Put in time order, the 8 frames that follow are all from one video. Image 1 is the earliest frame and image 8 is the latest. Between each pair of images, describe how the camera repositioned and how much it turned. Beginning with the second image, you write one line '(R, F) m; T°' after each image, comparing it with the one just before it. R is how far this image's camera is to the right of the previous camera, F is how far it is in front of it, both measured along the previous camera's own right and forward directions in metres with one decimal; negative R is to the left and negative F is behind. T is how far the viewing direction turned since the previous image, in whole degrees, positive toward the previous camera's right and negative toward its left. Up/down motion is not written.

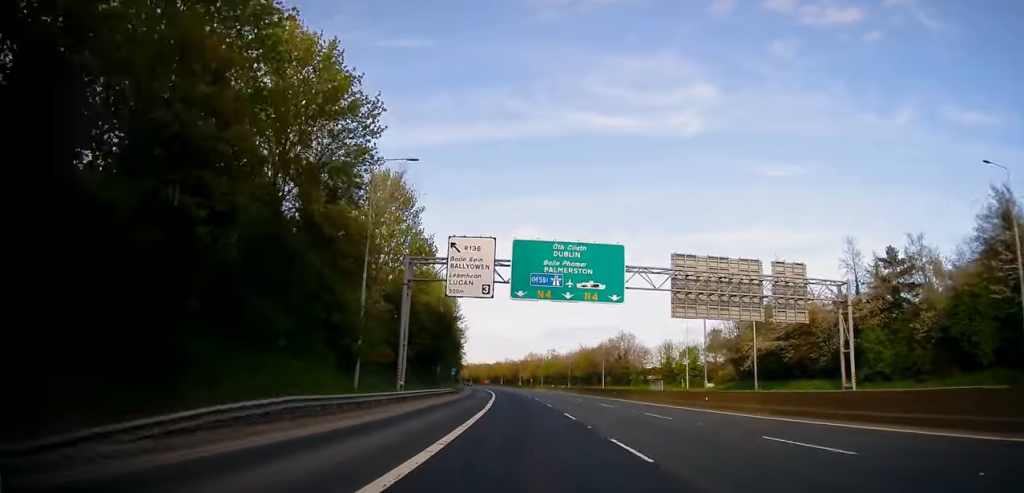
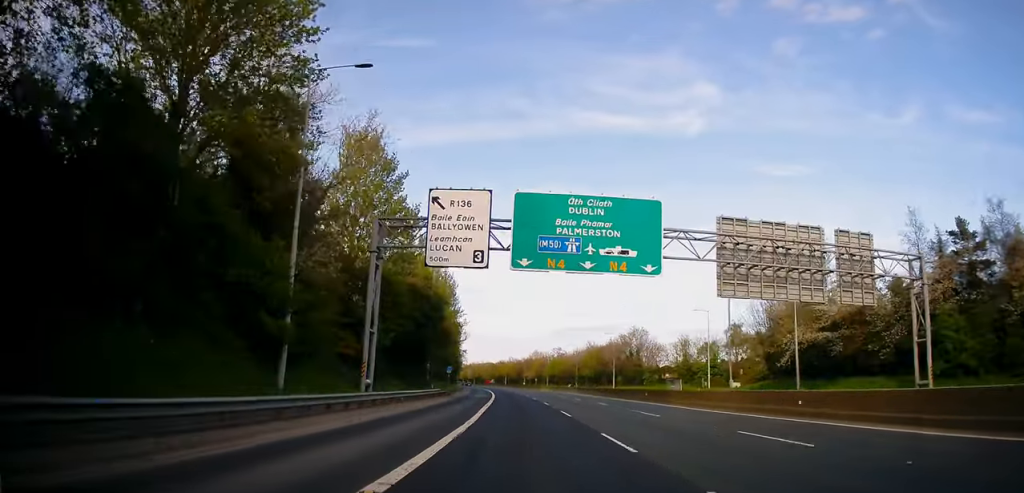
(-0.1, +11.5) m; -1°
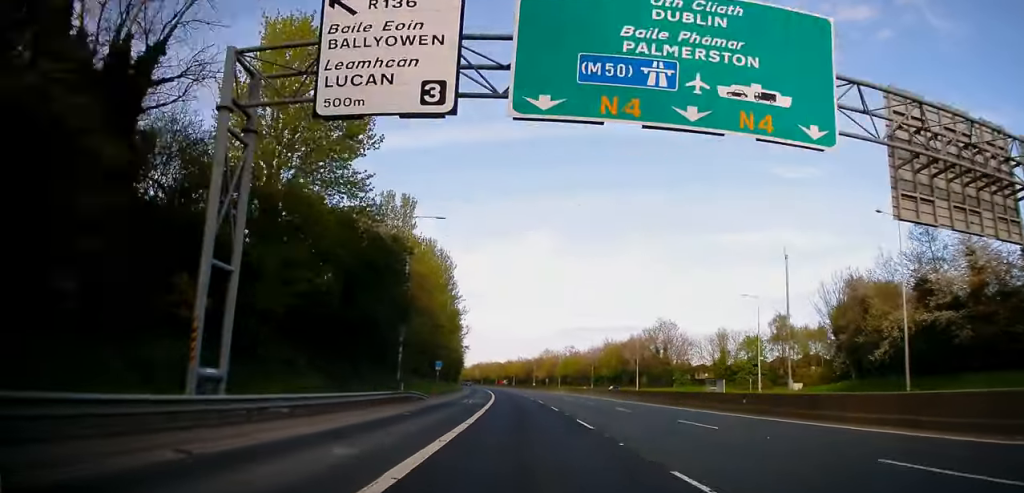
(-0.4, +18.6) m; -1°
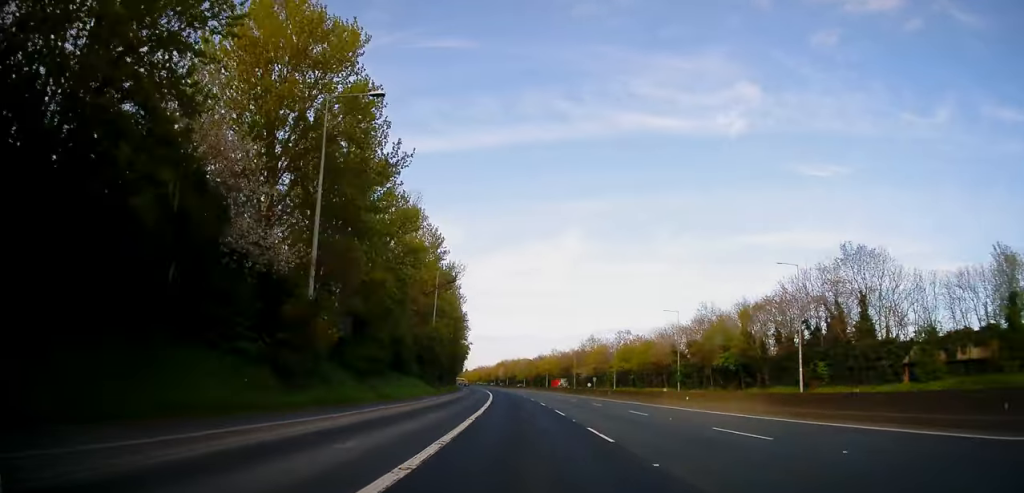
(-0.3, +67.0) m; -2°
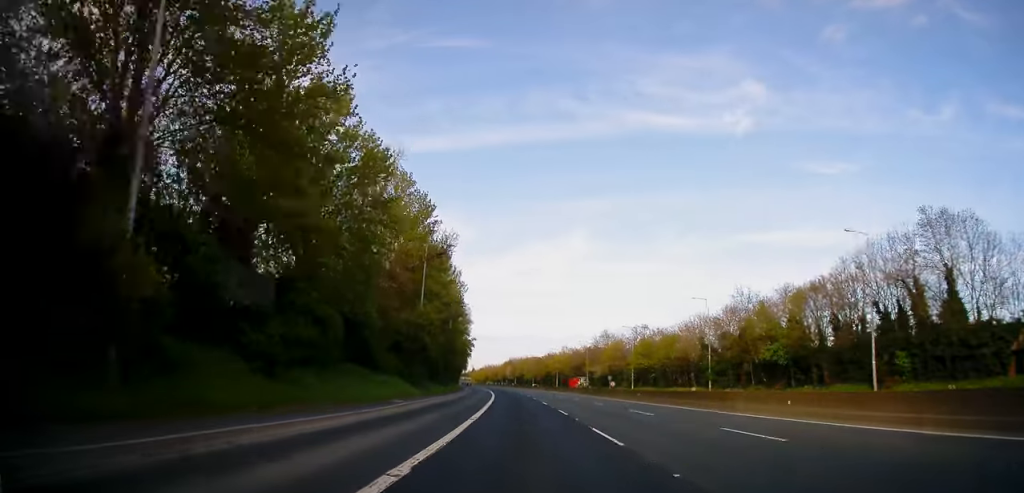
(+0.2, +13.2) m; 0°
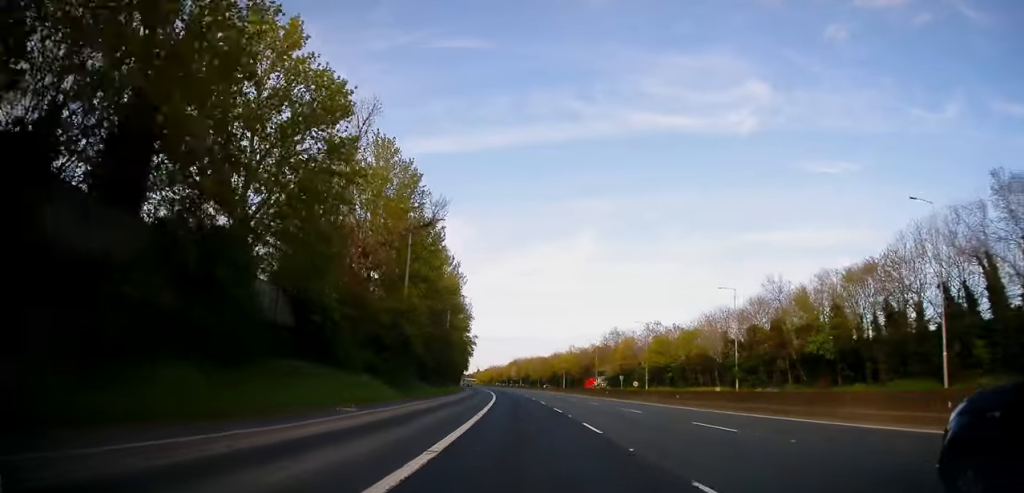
(+0.2, +9.7) m; 0°
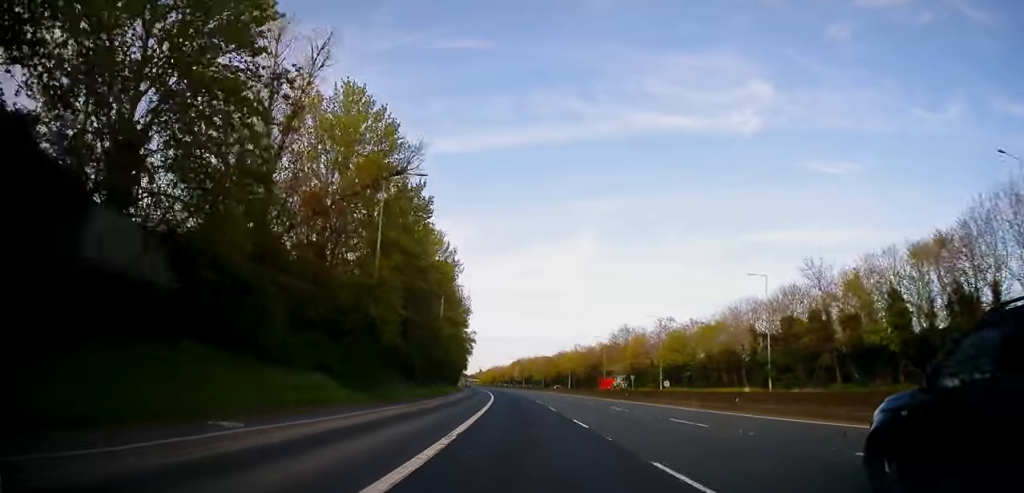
(-0.2, +10.6) m; -1°
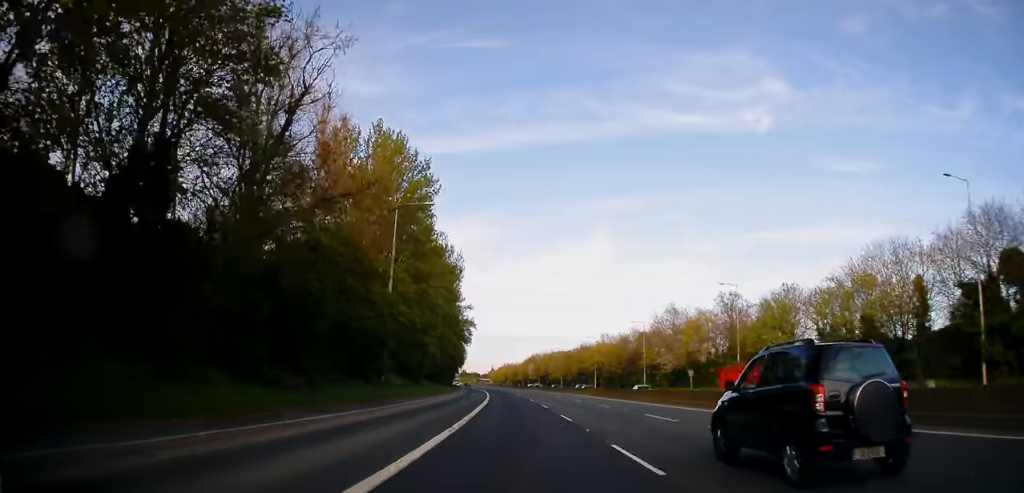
(-1.2, +35.3) m; -2°
